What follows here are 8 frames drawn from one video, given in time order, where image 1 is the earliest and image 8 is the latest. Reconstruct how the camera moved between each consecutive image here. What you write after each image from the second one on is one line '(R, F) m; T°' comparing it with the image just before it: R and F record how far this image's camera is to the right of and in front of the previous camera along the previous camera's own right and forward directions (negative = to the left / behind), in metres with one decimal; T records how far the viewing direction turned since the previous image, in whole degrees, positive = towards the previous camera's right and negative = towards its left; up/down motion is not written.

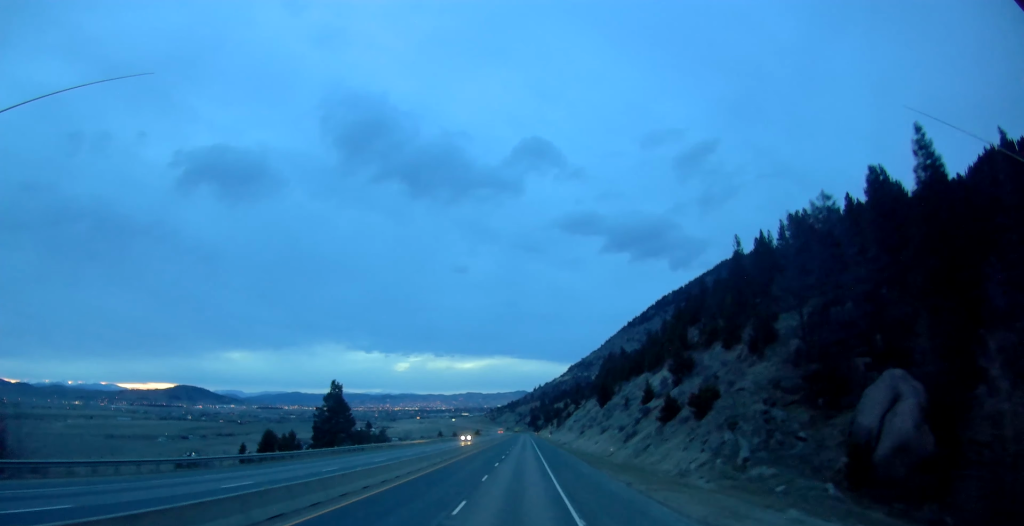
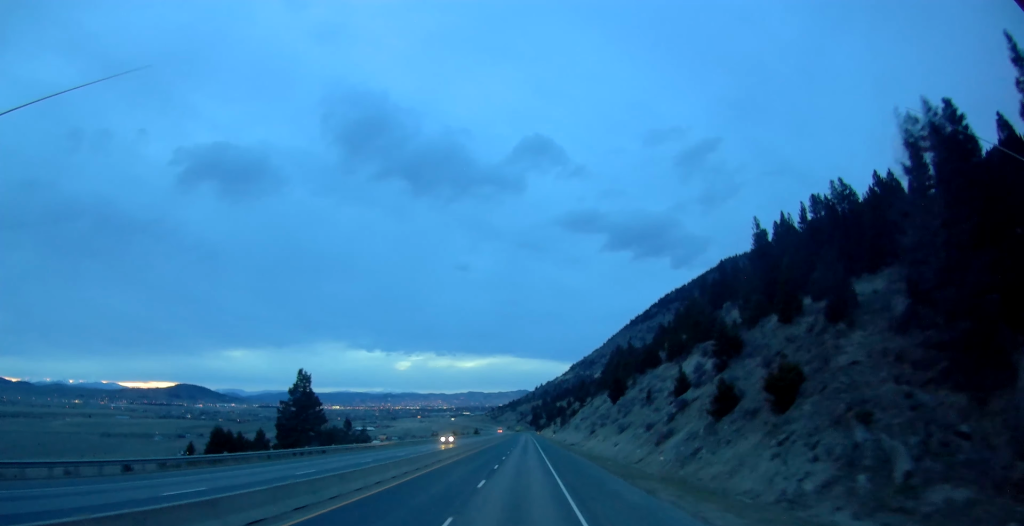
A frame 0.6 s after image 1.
(+0.3, +16.7) m; 0°
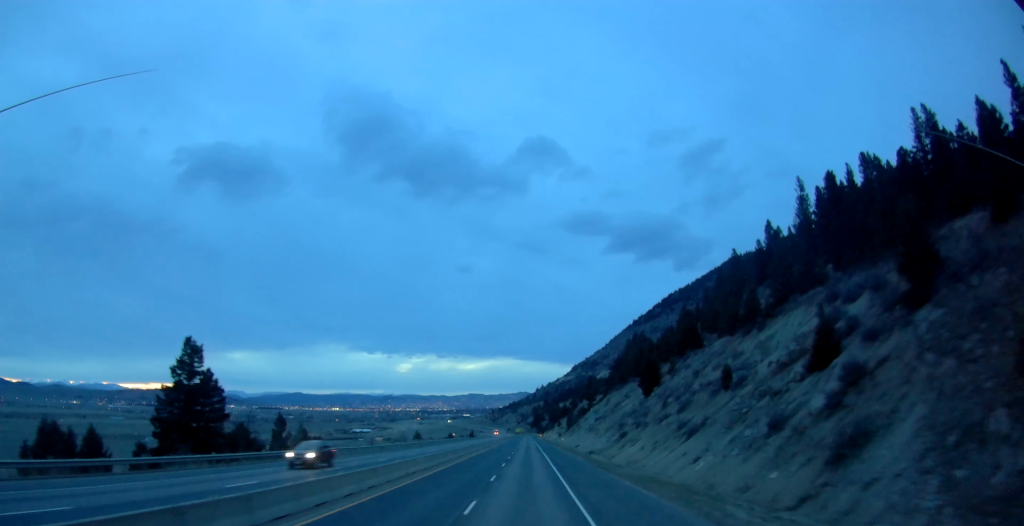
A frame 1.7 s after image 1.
(-0.3, +32.5) m; 0°
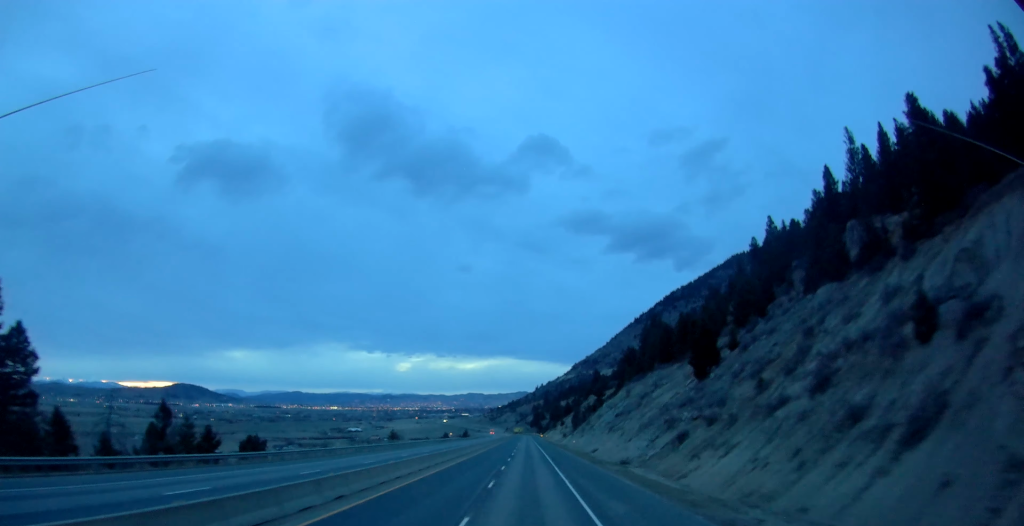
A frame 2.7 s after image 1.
(+0.4, +28.9) m; -1°
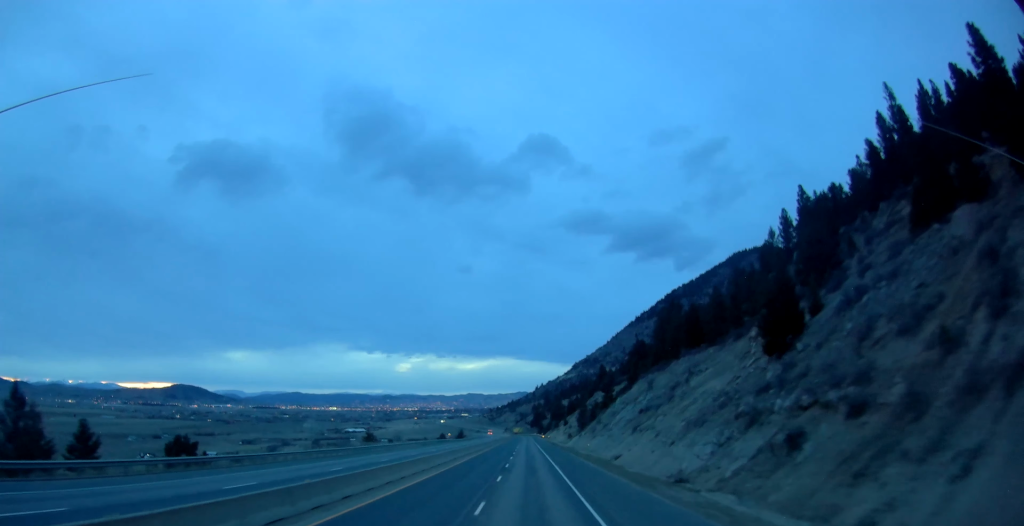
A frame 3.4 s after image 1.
(-0.7, +20.4) m; -1°
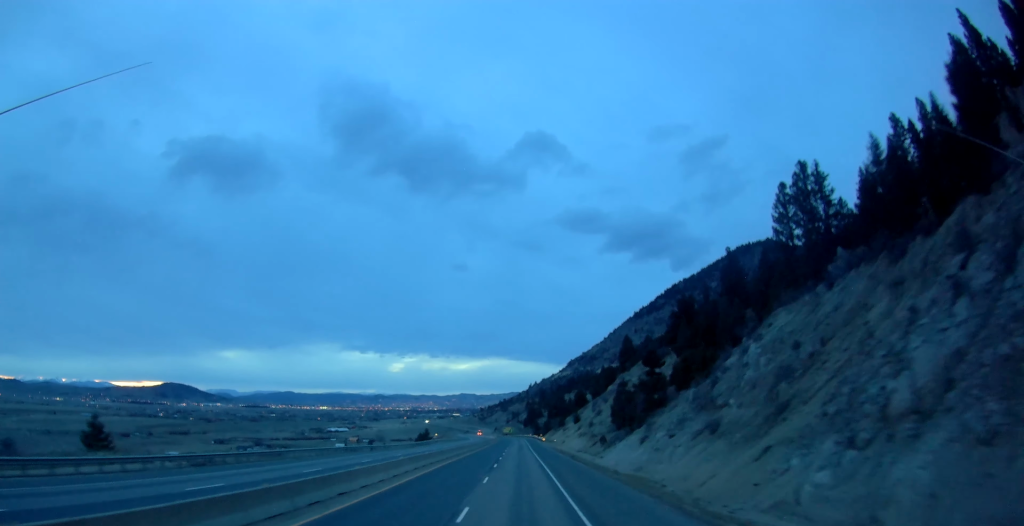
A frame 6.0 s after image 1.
(+1.1, +75.5) m; +2°
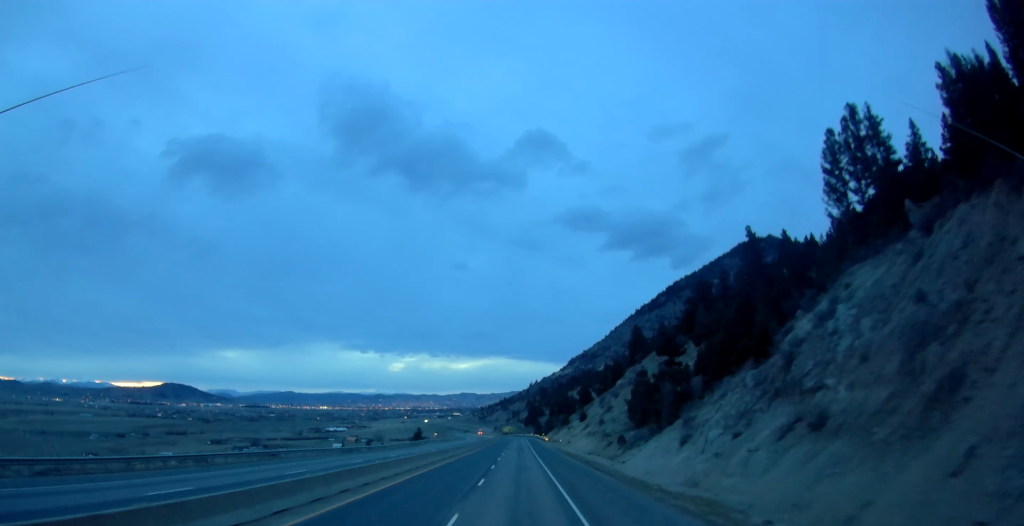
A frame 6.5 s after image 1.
(+0.2, +14.6) m; 0°
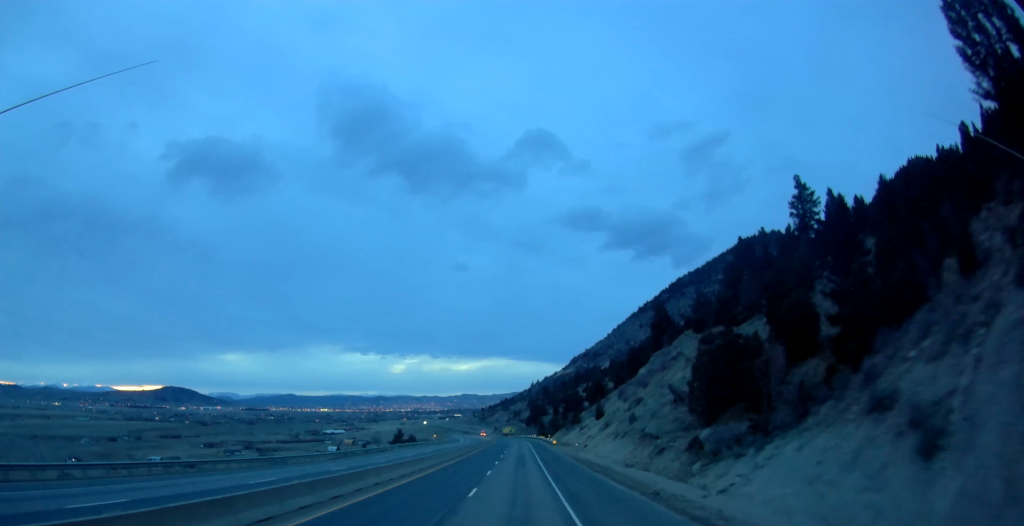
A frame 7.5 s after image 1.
(-0.4, +28.2) m; -1°
